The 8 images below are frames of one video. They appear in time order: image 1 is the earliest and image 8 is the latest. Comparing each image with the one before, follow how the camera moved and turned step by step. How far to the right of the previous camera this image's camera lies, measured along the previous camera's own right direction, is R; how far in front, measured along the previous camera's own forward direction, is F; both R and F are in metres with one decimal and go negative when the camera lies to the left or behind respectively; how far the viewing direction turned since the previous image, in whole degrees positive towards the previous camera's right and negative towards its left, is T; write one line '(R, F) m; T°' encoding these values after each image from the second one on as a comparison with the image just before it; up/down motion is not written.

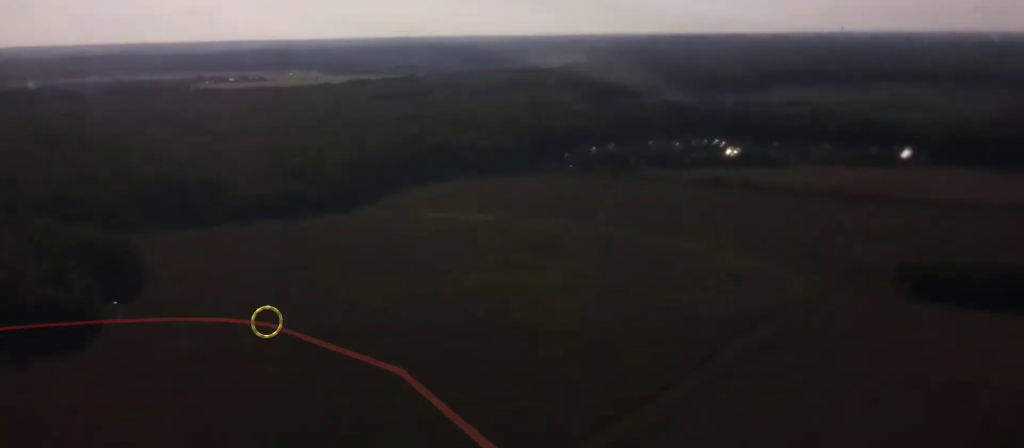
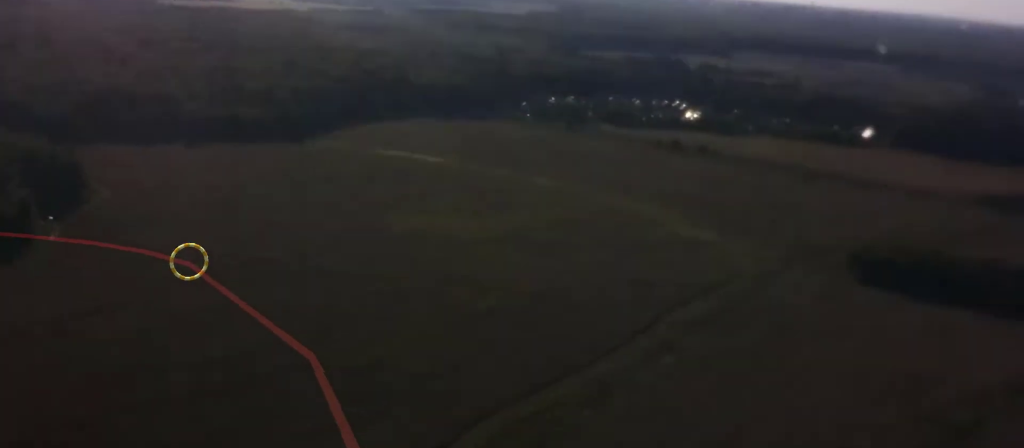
(+1.0, +17.4) m; +3°
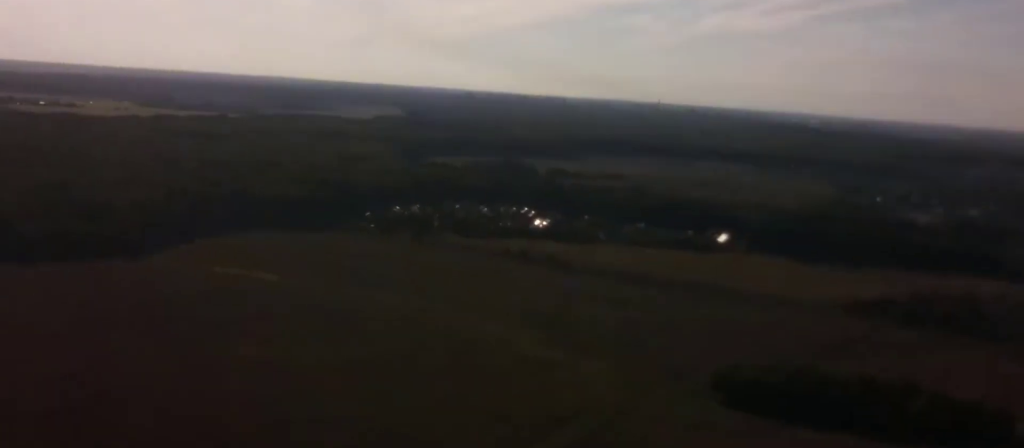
(+1.6, +44.3) m; +4°
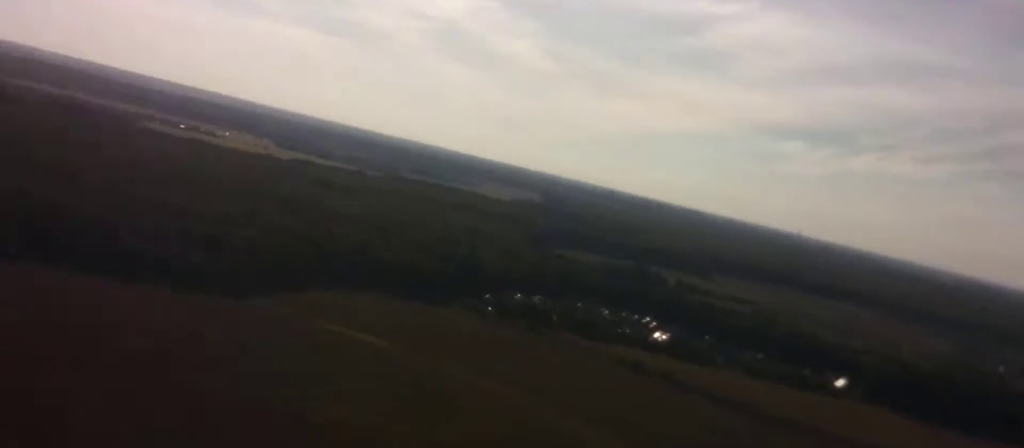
(0.0, +22.7) m; -5°
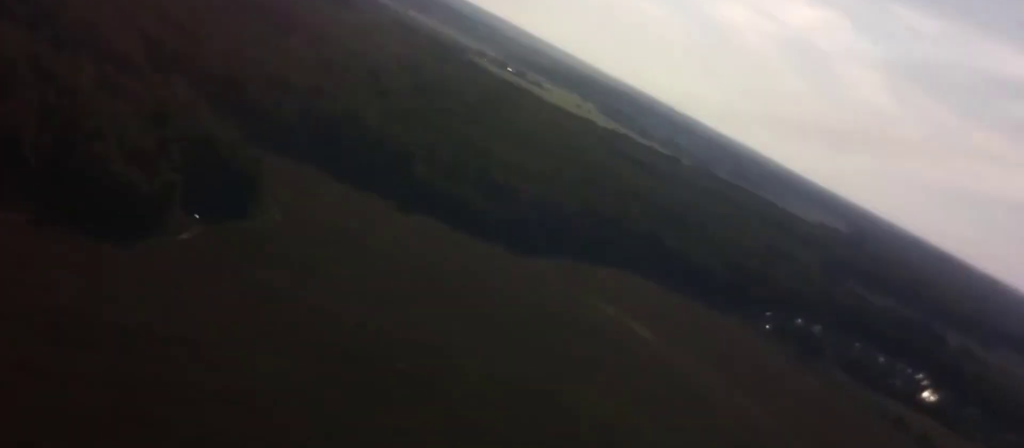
(-2.2, +20.8) m; -16°
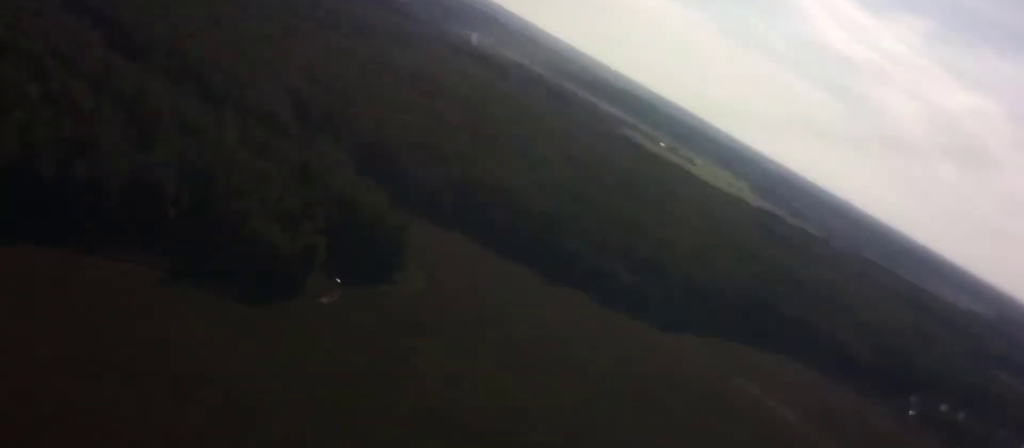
(-0.7, +7.1) m; -7°
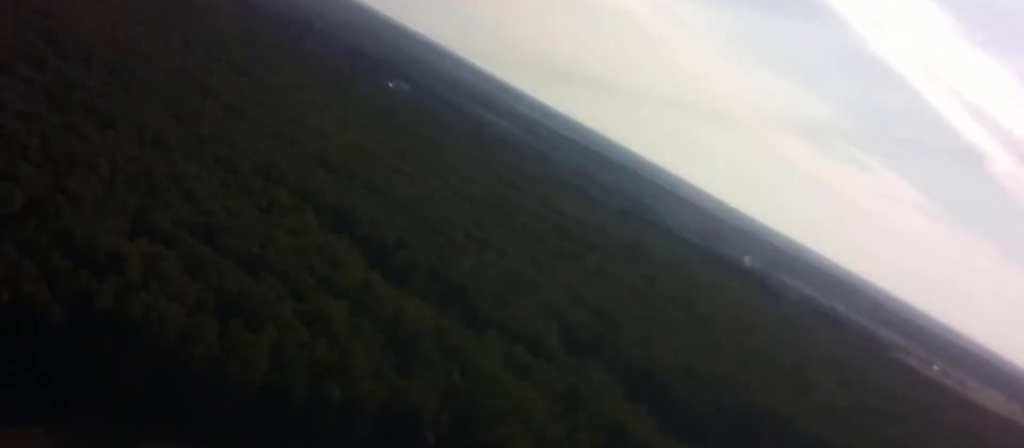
(-1.7, +14.5) m; -15°
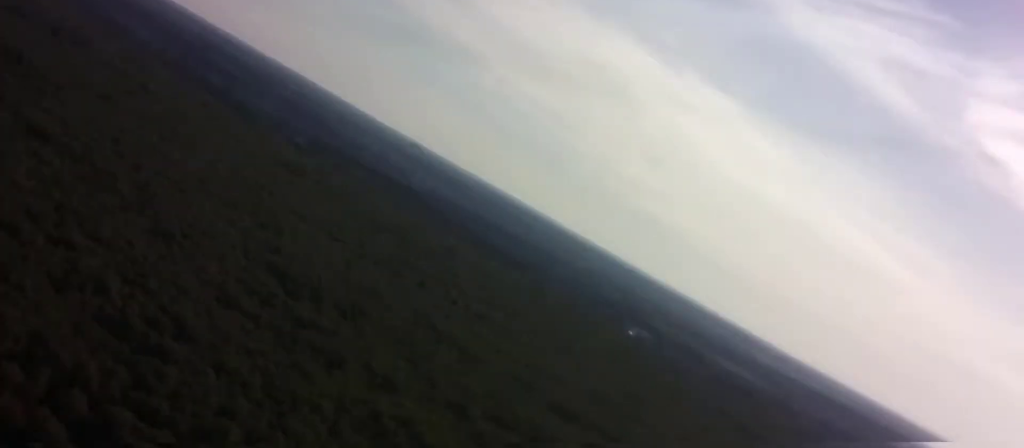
(-0.7, +8.9) m; -11°
